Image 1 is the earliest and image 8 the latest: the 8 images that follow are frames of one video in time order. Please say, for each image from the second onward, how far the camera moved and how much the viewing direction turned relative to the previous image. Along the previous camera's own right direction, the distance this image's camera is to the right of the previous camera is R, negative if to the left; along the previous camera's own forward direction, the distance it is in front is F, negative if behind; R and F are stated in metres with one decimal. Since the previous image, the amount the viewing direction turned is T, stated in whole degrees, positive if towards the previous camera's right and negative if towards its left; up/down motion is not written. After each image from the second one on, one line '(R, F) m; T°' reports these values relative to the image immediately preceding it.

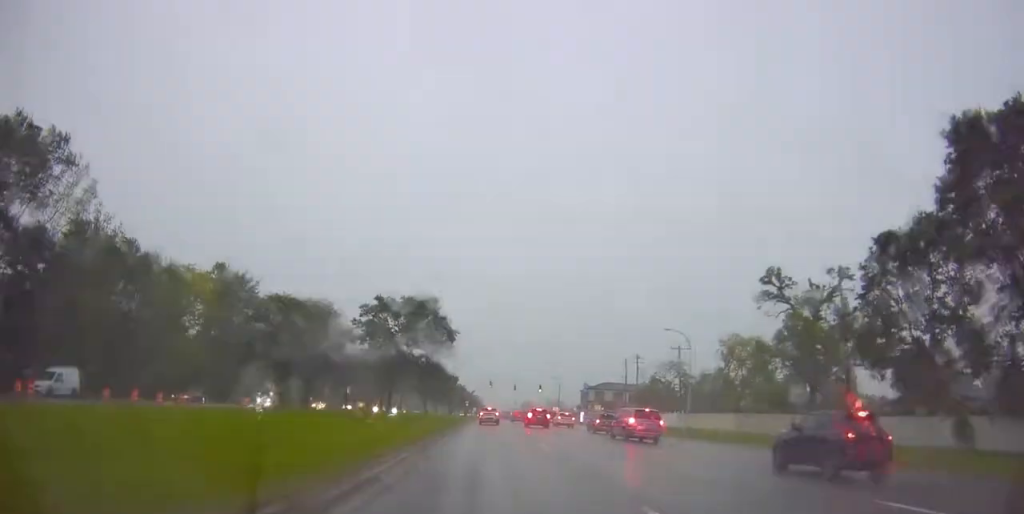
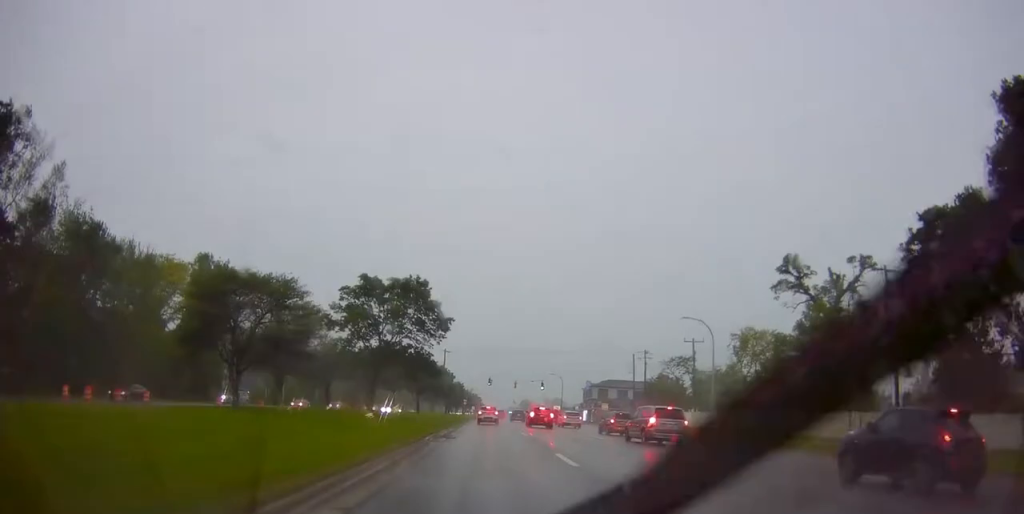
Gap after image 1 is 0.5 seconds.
(0.0, +5.5) m; 0°
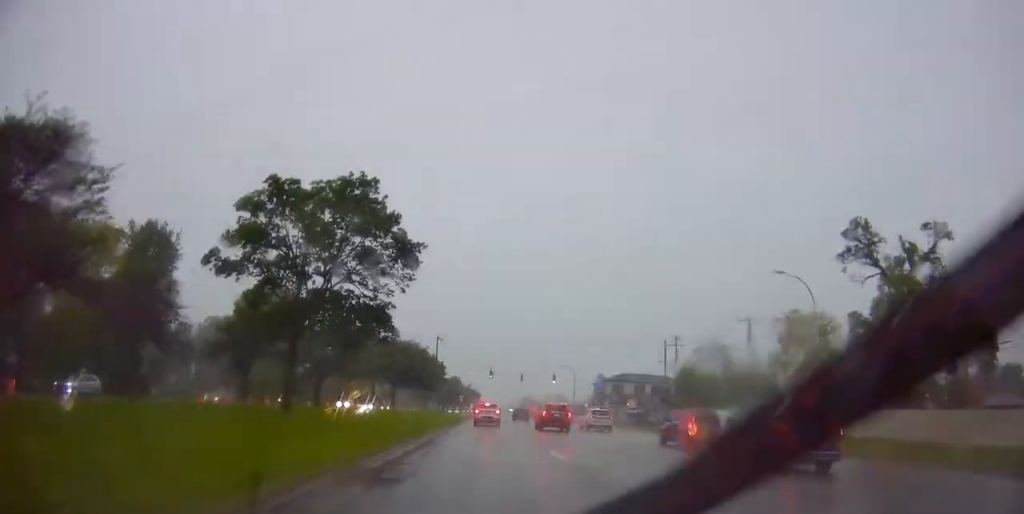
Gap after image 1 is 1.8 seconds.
(-0.1, +16.0) m; -2°
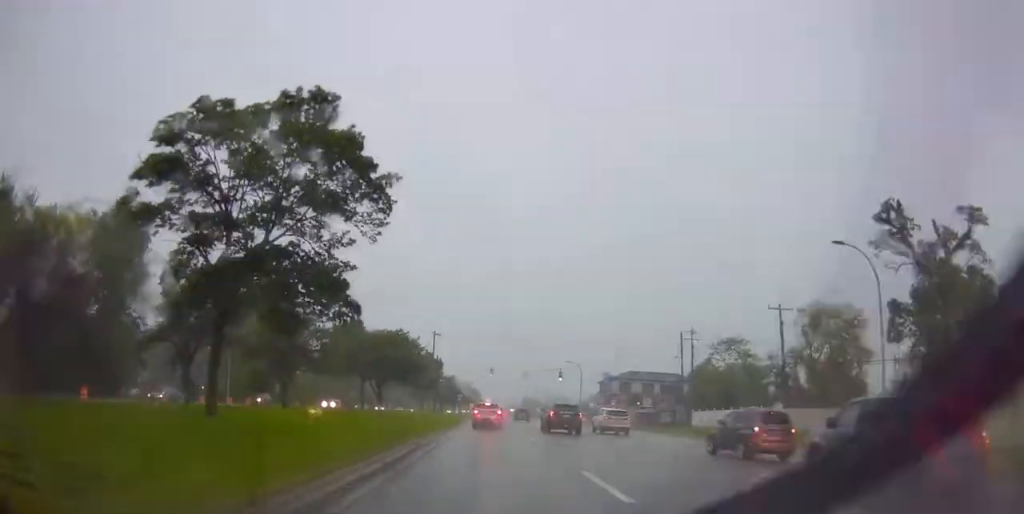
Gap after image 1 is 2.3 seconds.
(-0.3, +6.4) m; 0°
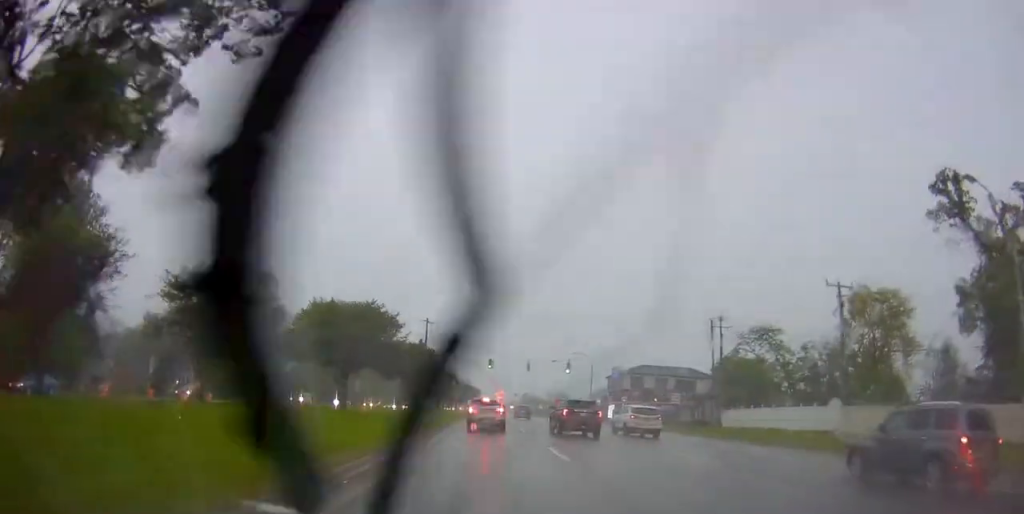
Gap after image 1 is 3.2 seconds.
(+0.1, +9.9) m; 0°
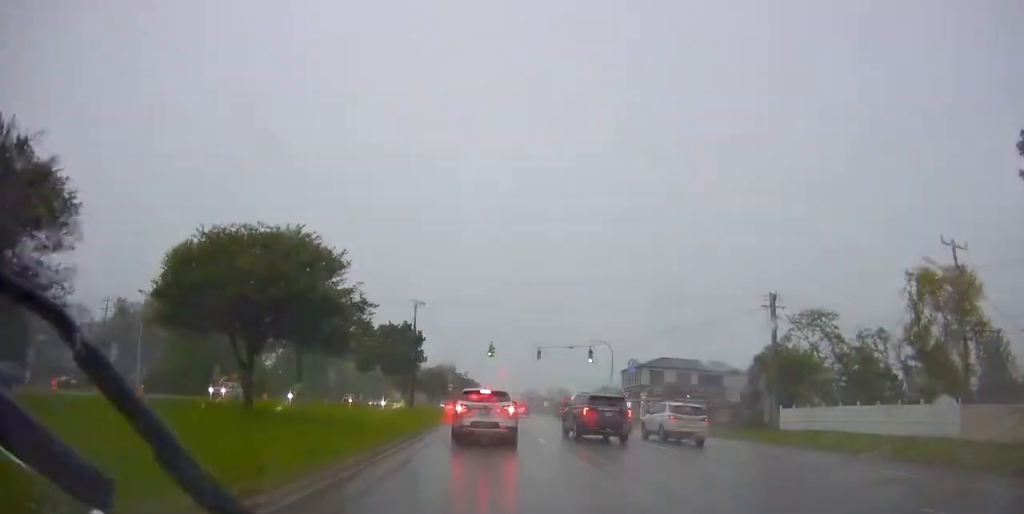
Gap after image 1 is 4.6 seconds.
(-0.1, +14.6) m; -3°
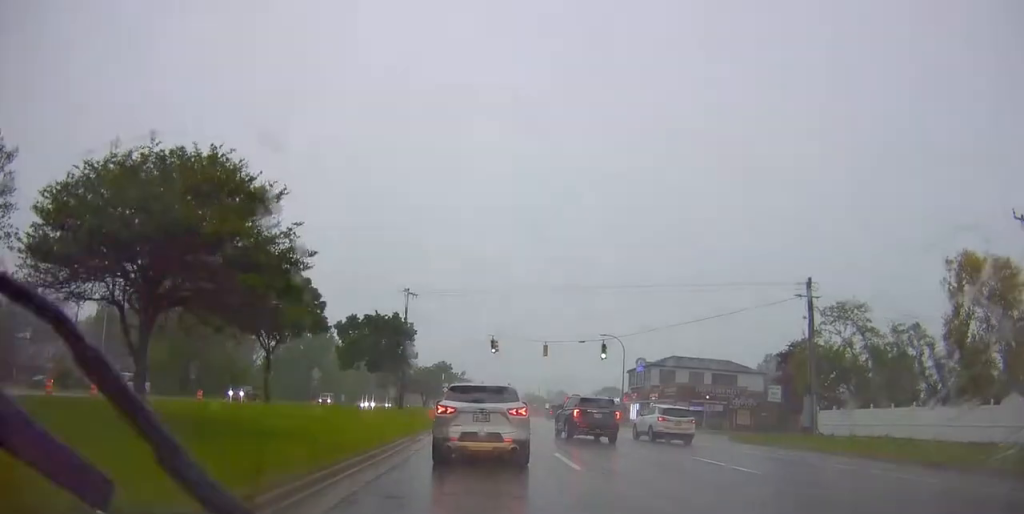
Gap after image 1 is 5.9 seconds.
(-0.2, +9.9) m; -1°
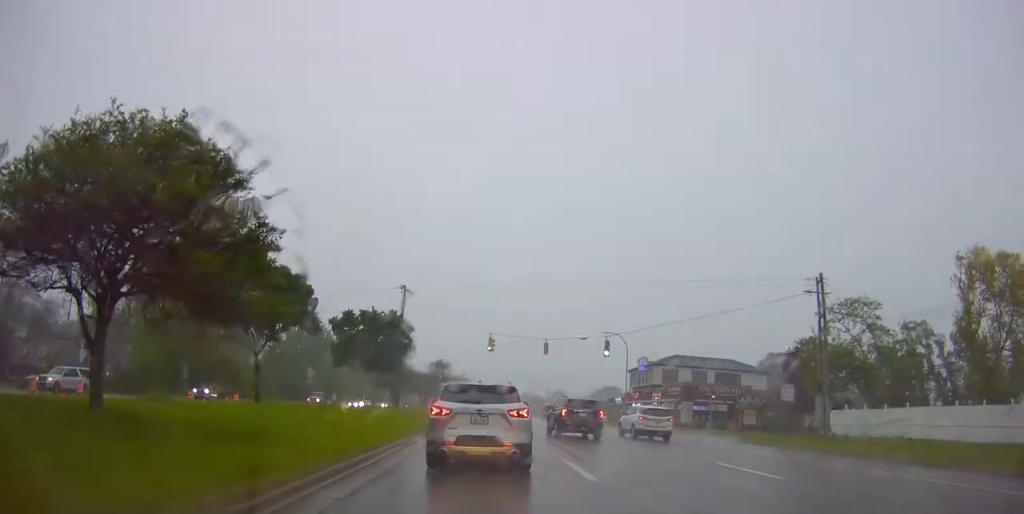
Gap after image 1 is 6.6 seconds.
(+0.1, +4.2) m; -1°
